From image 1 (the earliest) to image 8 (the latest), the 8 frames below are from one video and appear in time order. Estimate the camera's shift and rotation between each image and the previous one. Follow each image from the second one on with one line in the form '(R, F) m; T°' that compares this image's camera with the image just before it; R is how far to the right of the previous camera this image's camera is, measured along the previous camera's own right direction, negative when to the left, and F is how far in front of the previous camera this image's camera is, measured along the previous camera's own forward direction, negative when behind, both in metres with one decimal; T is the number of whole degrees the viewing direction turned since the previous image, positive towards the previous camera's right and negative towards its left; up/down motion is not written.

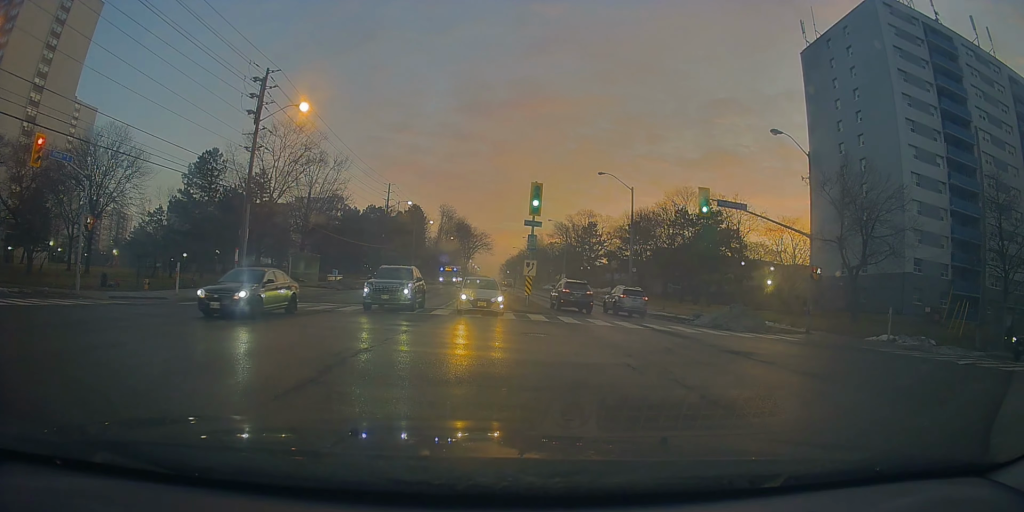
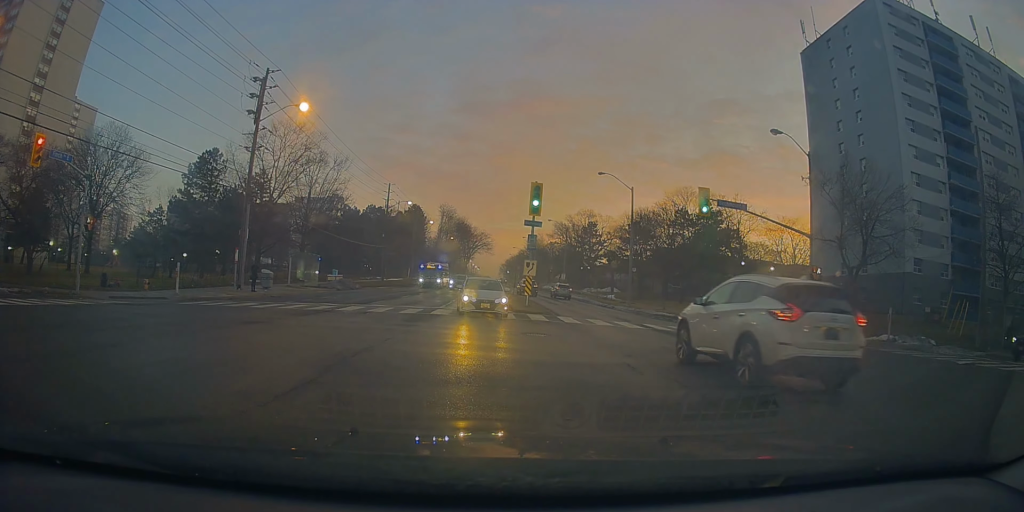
(0.0, 0.0) m; 0°
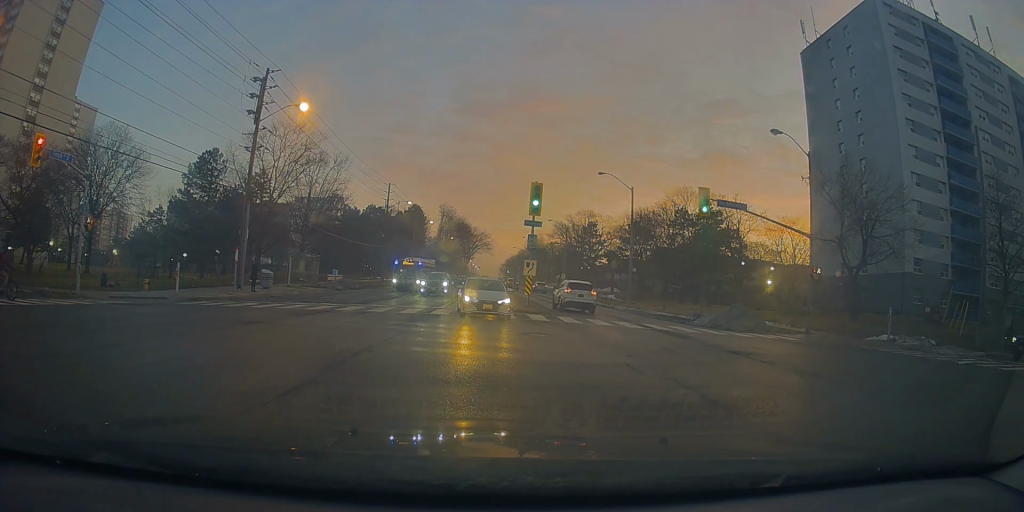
(0.0, 0.0) m; 0°
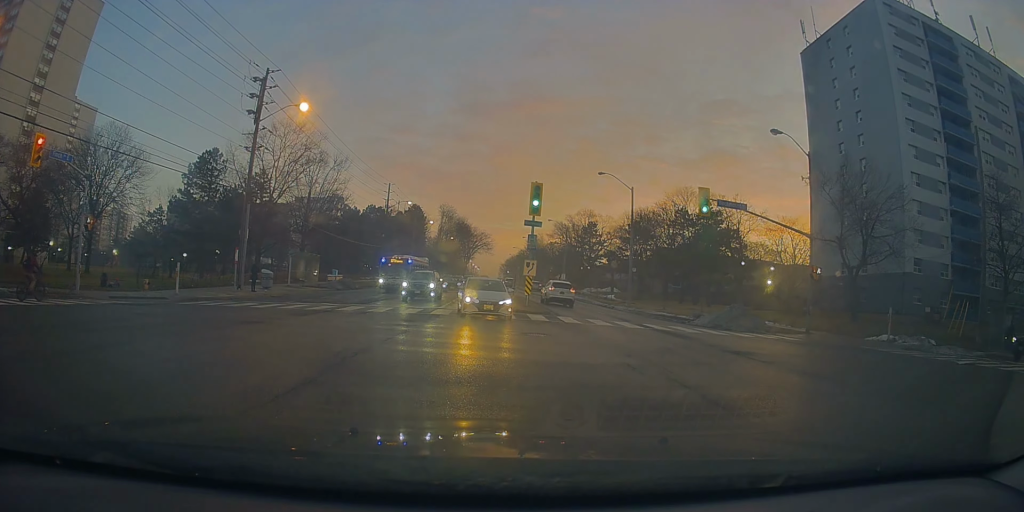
(0.0, 0.0) m; 0°
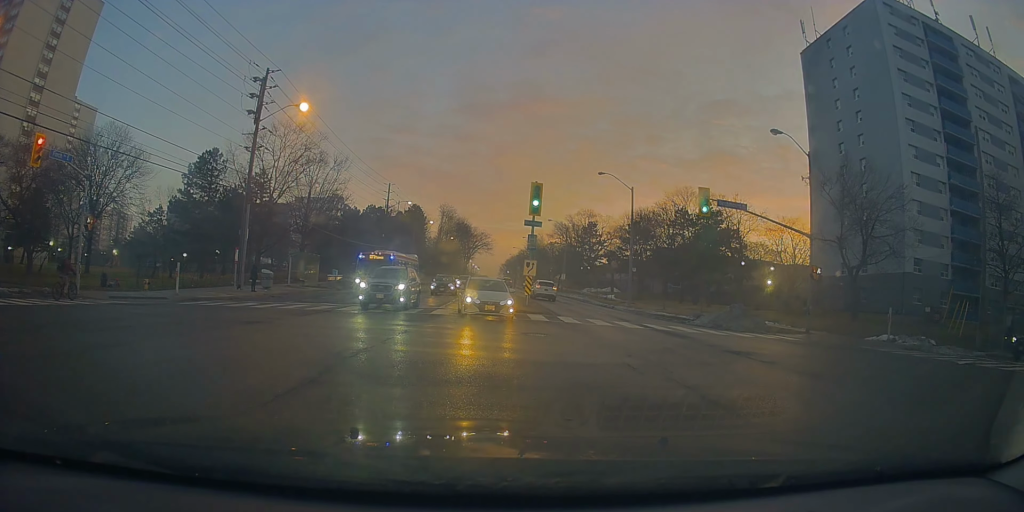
(0.0, 0.0) m; 0°
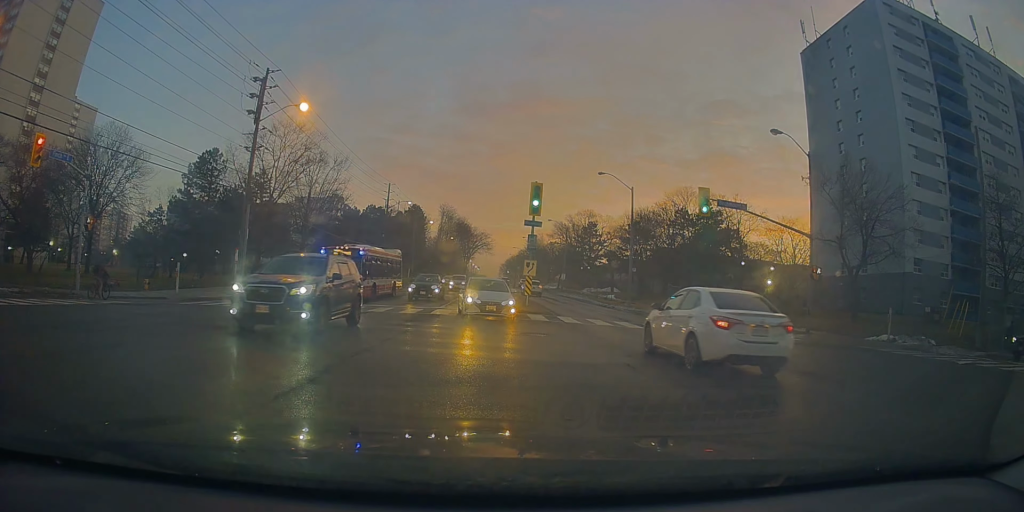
(0.0, 0.0) m; 0°
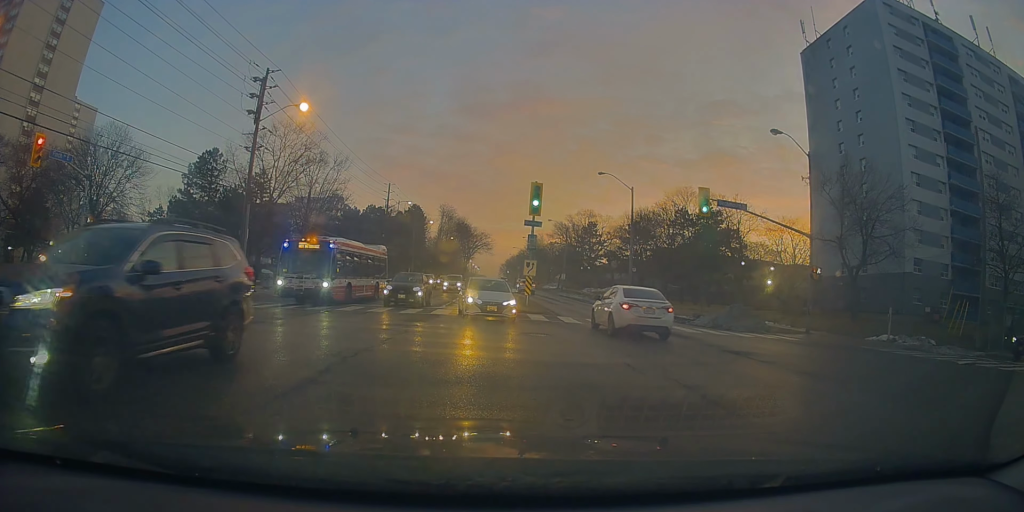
(0.0, 0.0) m; 0°
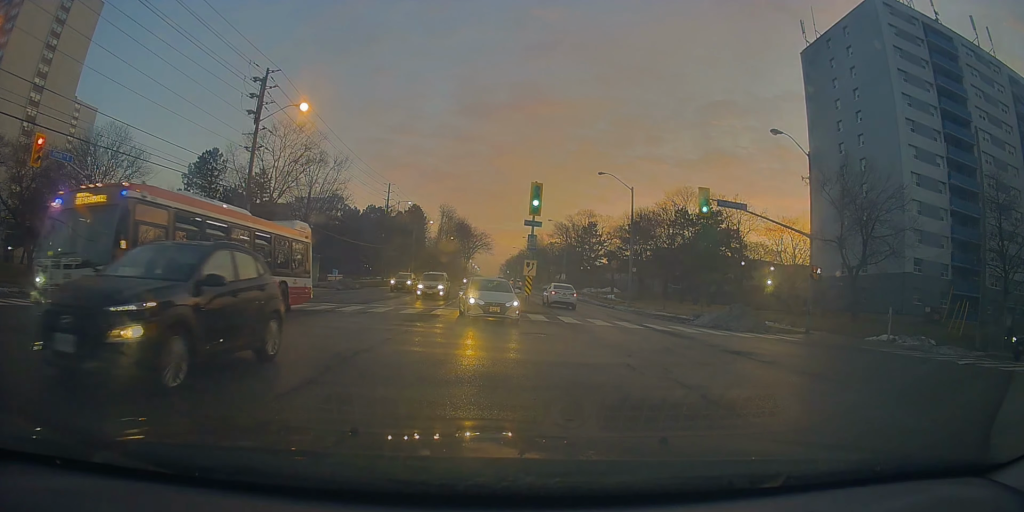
(0.0, 0.0) m; 0°
